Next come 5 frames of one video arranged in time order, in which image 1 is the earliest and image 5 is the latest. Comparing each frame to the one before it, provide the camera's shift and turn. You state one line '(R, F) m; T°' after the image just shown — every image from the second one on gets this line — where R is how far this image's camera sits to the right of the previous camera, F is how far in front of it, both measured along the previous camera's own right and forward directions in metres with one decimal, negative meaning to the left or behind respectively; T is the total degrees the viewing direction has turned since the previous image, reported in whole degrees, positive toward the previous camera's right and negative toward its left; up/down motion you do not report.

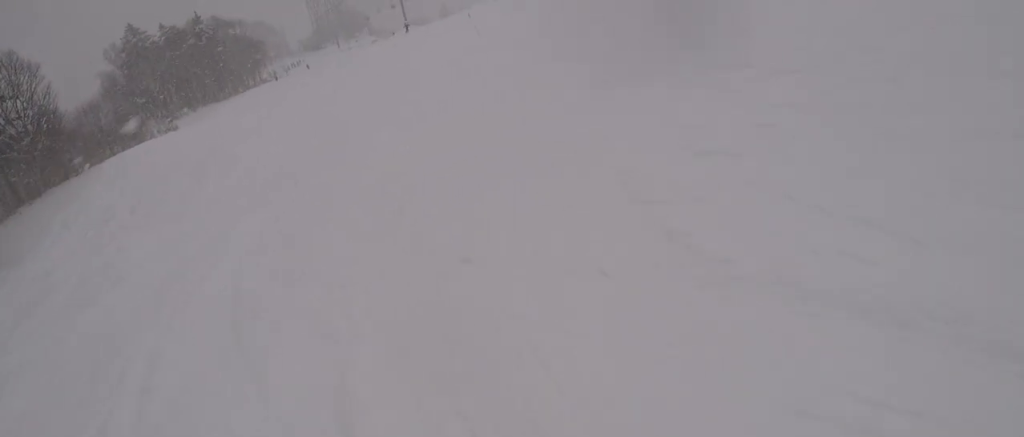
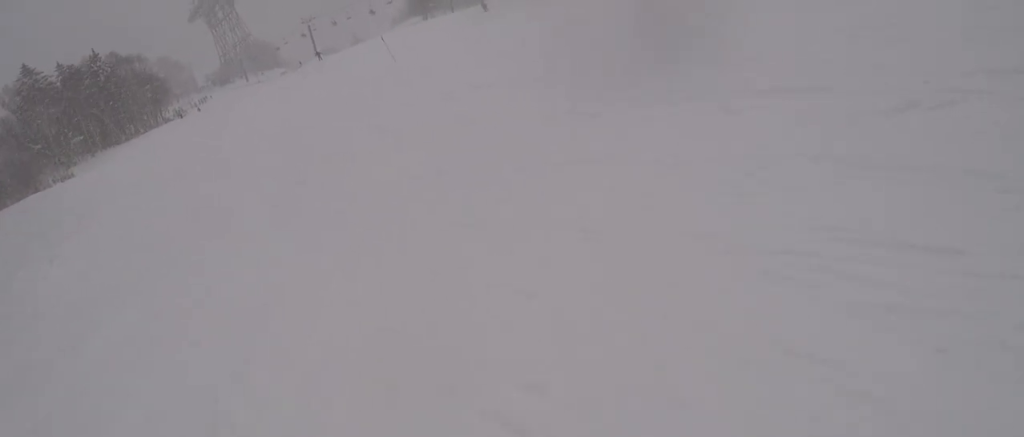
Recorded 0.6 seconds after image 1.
(+0.7, +5.2) m; +7°
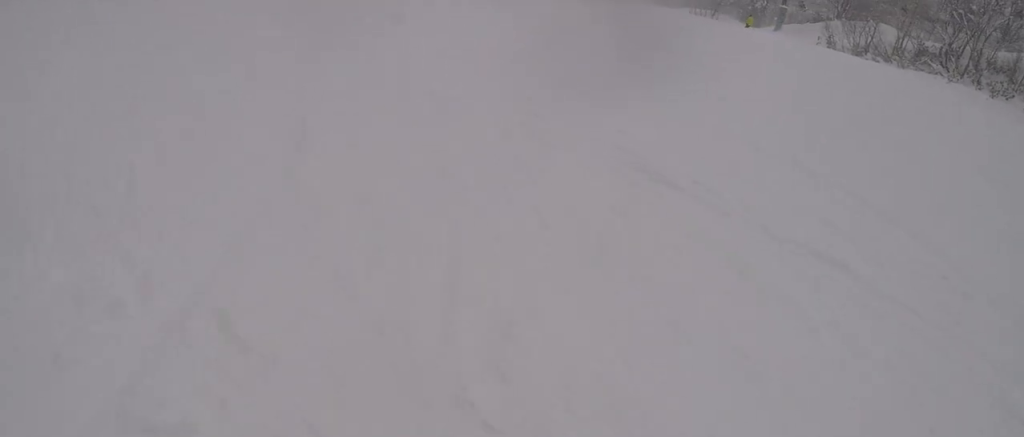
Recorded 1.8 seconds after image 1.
(-1.0, +10.2) m; -21°
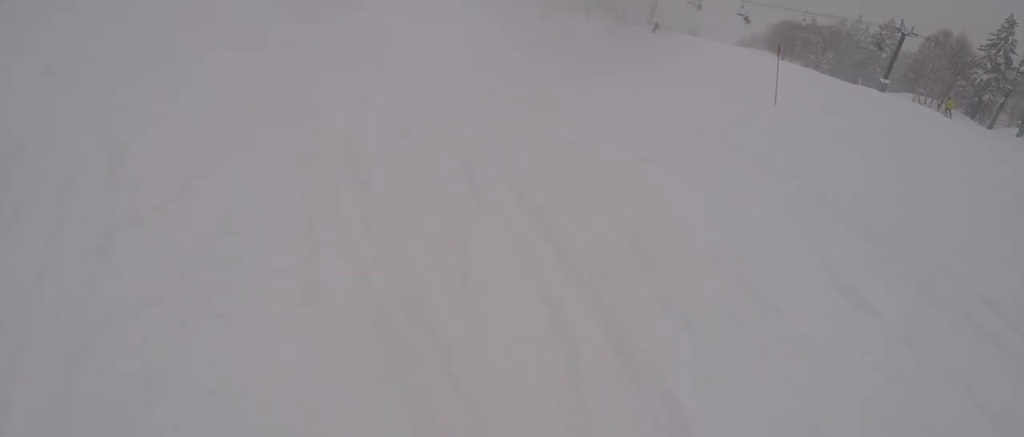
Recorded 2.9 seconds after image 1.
(-2.6, +8.9) m; -25°
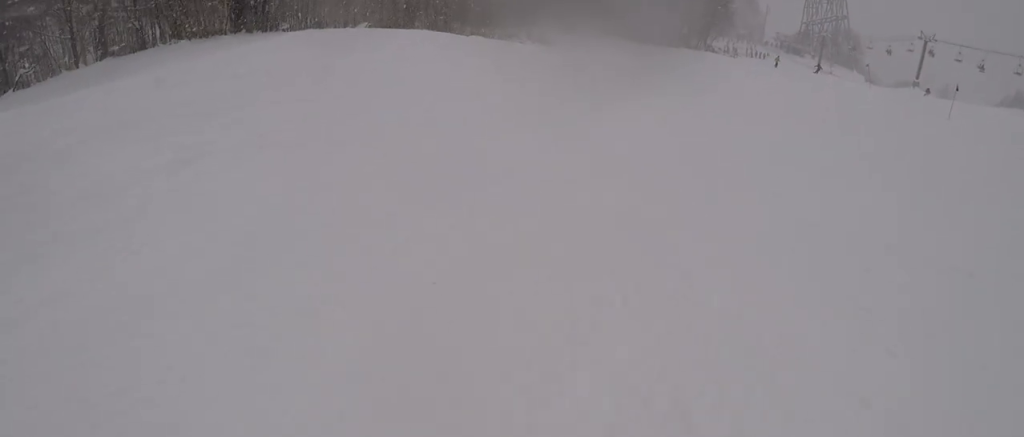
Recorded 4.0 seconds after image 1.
(-1.2, +9.3) m; -7°
